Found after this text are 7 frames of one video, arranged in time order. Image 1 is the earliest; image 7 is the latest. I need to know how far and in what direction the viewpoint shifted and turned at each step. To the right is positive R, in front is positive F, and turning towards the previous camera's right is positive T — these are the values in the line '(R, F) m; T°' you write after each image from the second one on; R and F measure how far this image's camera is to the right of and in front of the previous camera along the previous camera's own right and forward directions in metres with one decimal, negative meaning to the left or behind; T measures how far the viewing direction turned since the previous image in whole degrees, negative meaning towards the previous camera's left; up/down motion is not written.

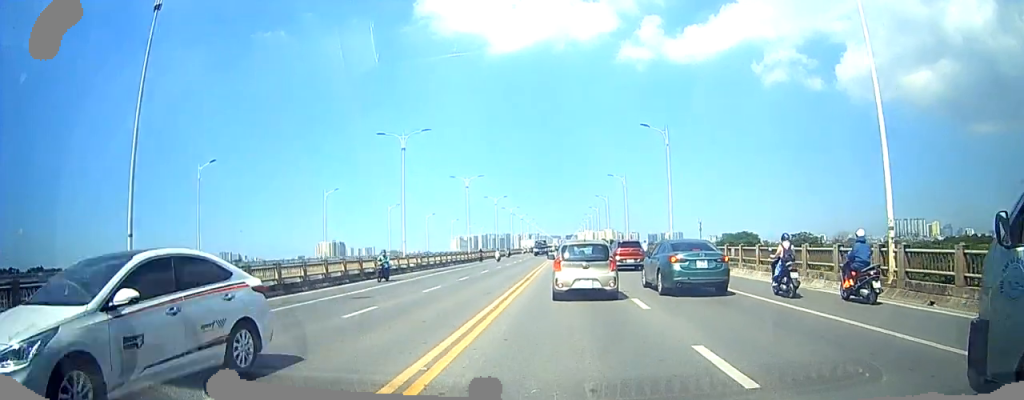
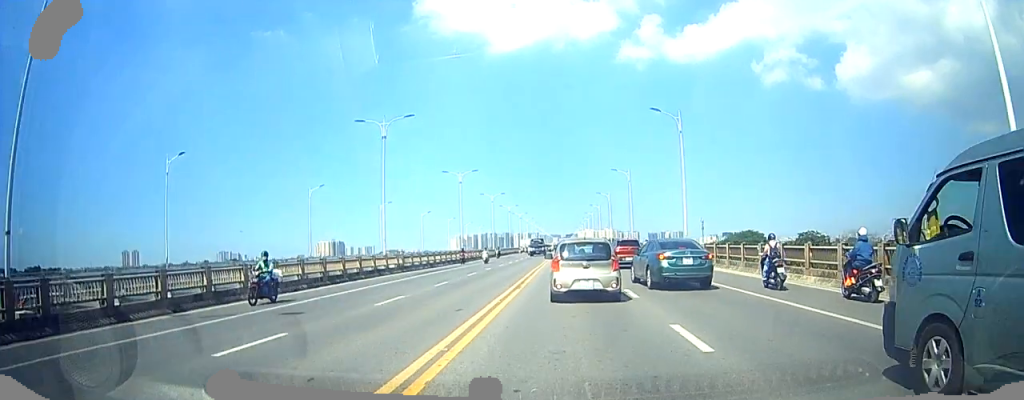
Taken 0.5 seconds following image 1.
(0.0, +5.6) m; 0°
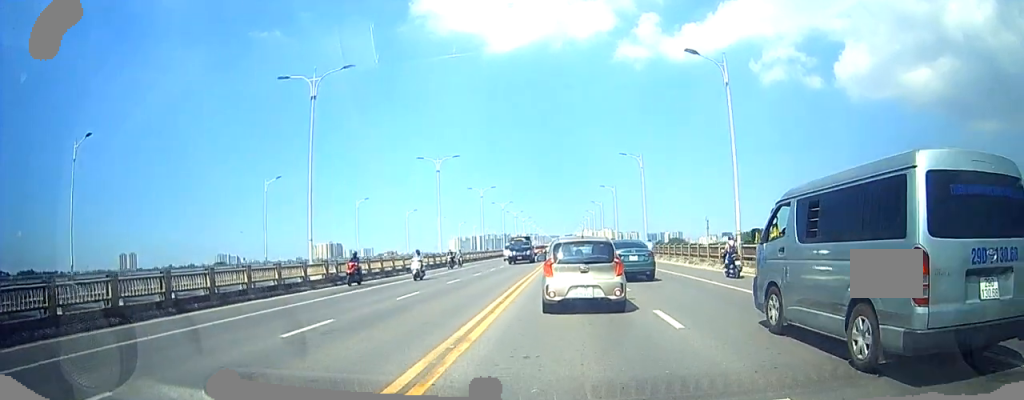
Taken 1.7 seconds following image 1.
(0.0, +13.2) m; +1°
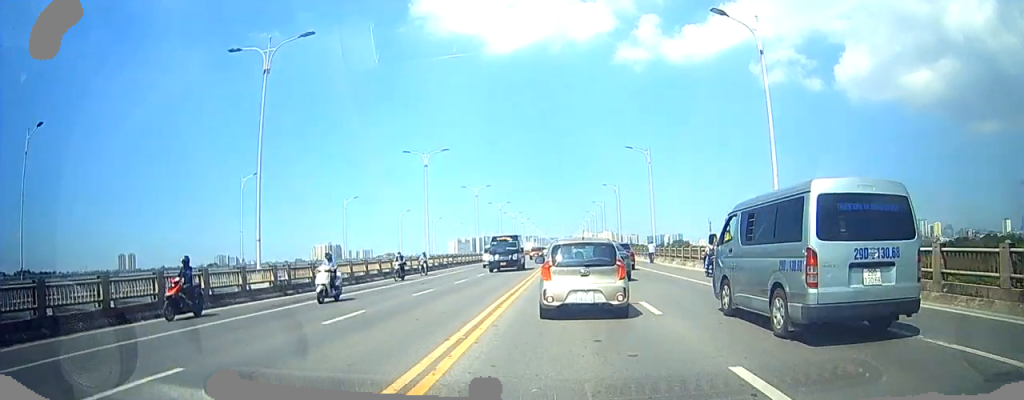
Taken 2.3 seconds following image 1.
(0.0, +5.9) m; +1°
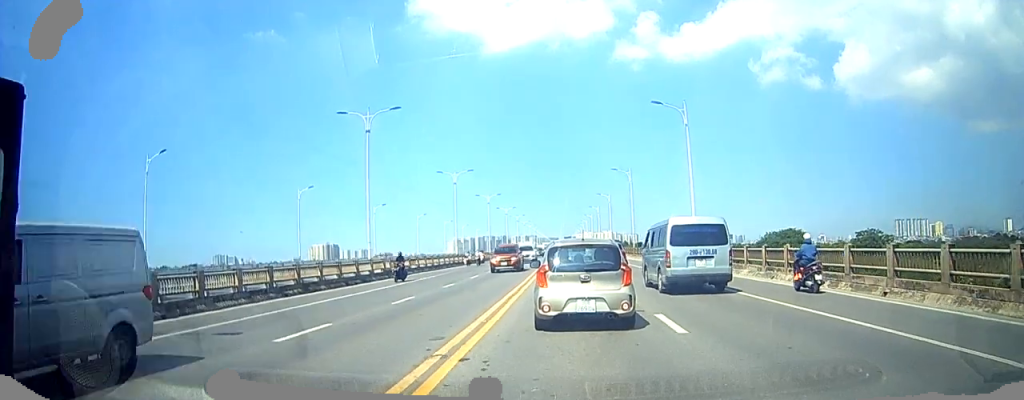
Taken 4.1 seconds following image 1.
(+0.2, +20.6) m; 0°
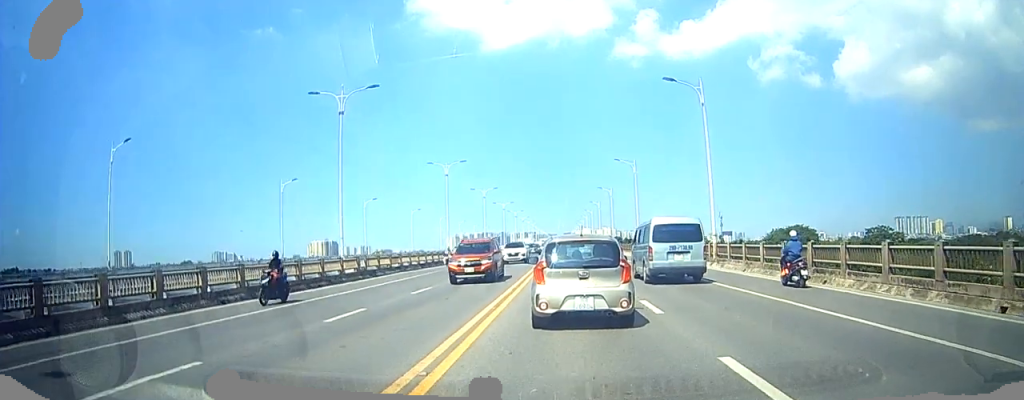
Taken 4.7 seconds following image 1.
(0.0, +5.5) m; -1°
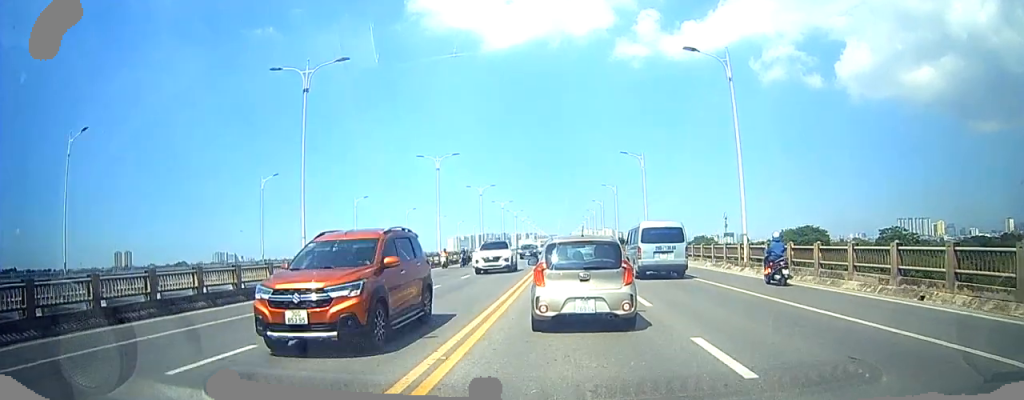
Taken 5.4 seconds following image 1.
(-0.1, +6.0) m; -2°
